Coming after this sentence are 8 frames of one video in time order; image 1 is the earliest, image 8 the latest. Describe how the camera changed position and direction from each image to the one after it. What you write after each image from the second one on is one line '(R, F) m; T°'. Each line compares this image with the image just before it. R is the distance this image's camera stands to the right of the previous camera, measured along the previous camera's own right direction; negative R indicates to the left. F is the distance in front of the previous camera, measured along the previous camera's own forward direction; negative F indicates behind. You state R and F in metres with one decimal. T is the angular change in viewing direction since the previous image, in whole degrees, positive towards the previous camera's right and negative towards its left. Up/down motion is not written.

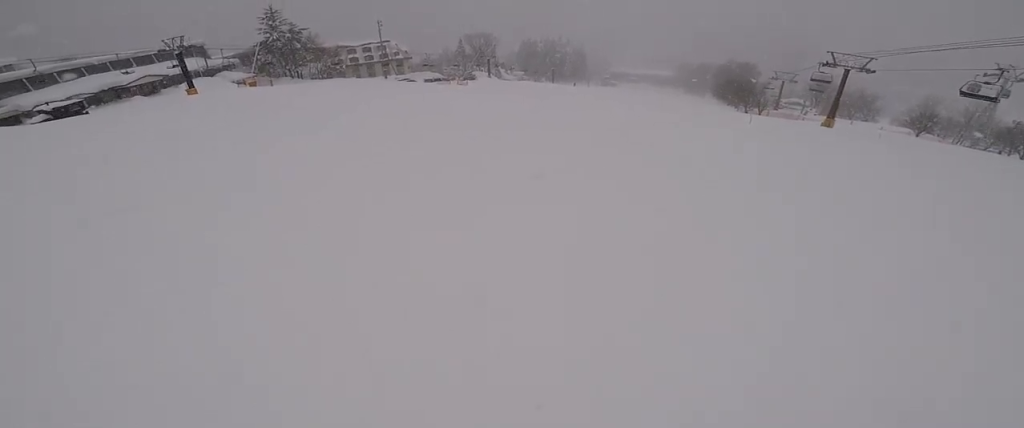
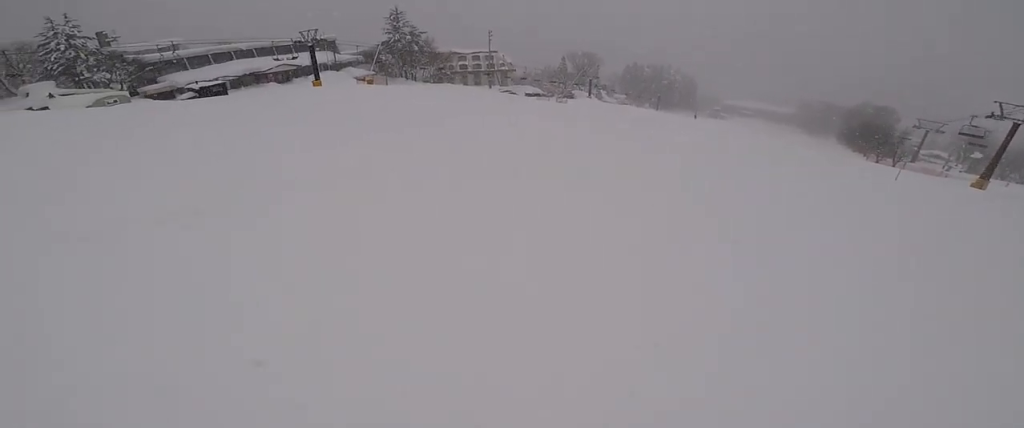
(-0.8, +1.5) m; -20°
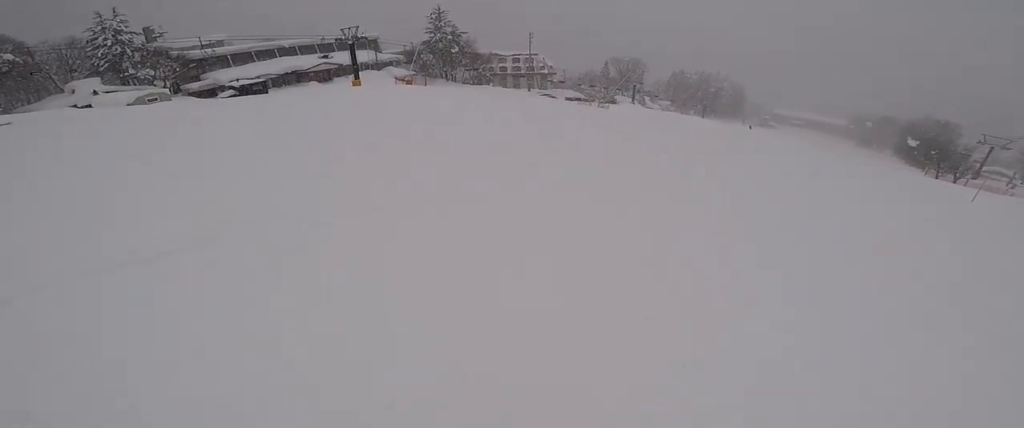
(-0.2, +1.7) m; +7°
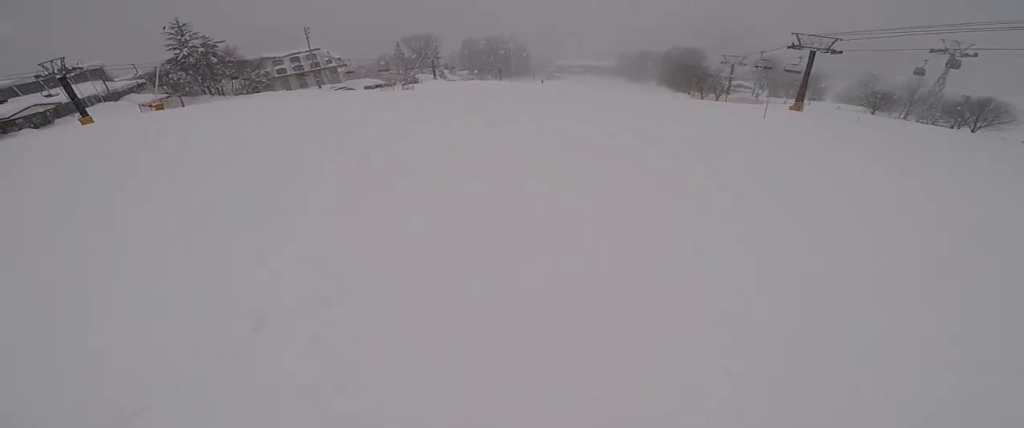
(+1.0, +2.9) m; +28°
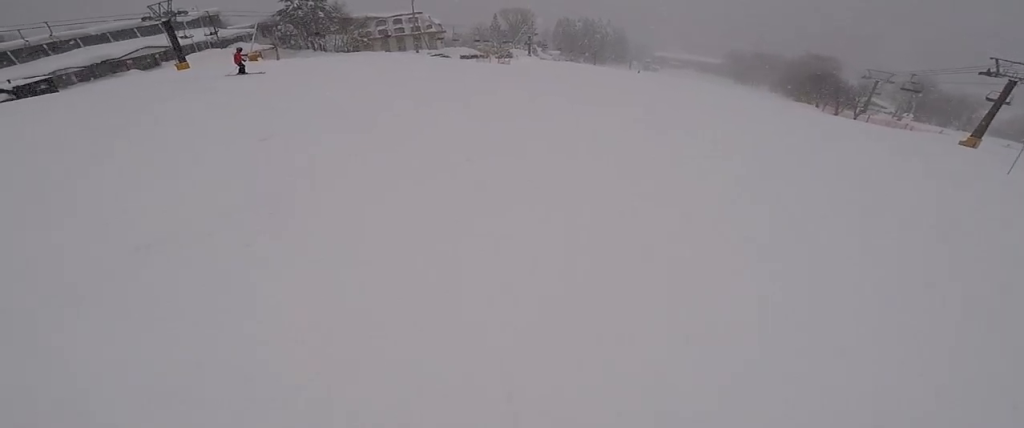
(-0.6, +6.0) m; -17°
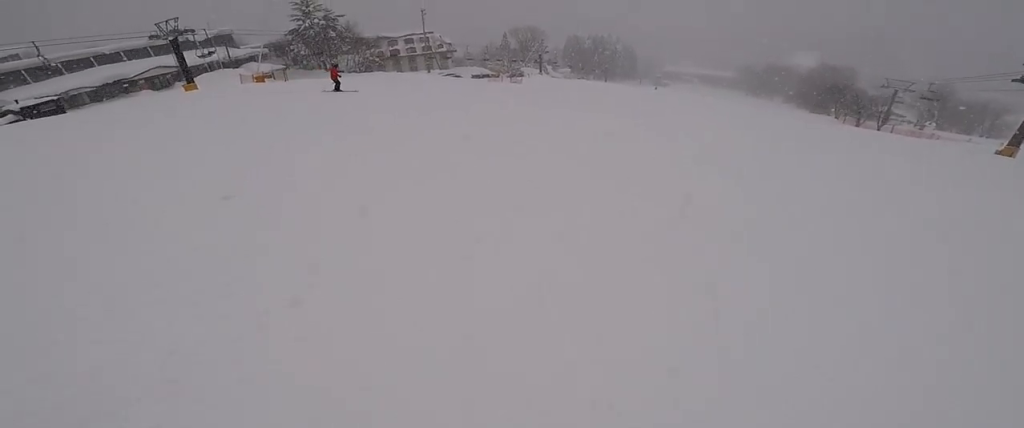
(0.0, +2.4) m; +6°
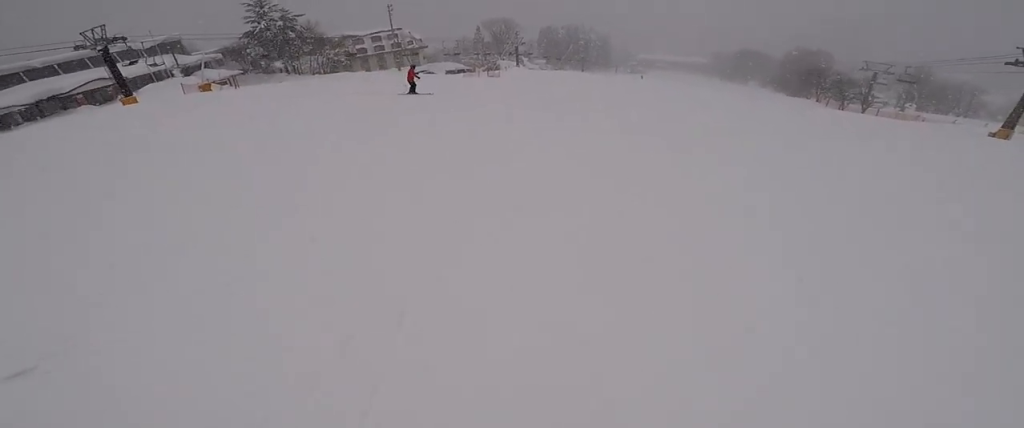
(+0.2, +3.2) m; +12°
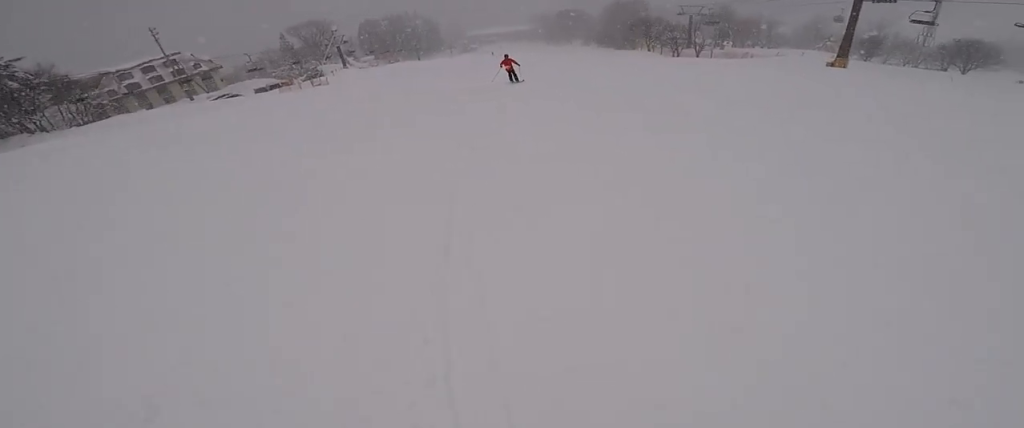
(+2.5, +7.6) m; +32°
